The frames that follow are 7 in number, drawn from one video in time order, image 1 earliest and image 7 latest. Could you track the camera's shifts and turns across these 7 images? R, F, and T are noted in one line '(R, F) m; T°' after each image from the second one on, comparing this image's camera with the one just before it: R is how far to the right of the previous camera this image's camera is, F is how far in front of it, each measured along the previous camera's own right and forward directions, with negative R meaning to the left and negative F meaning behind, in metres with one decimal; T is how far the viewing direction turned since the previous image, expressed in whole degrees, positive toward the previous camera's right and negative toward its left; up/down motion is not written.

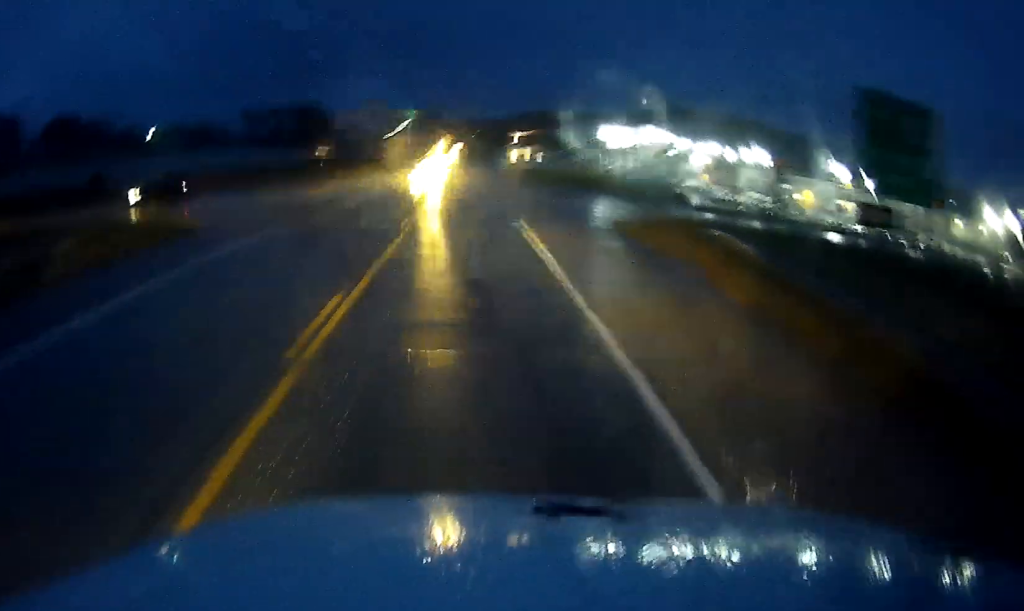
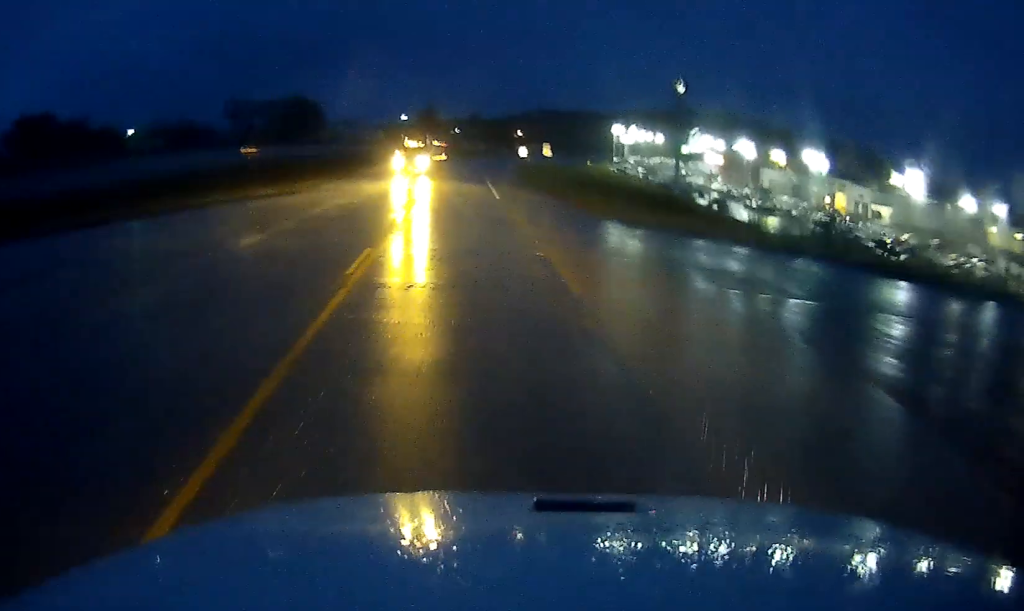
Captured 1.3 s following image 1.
(0.0, +20.5) m; 0°
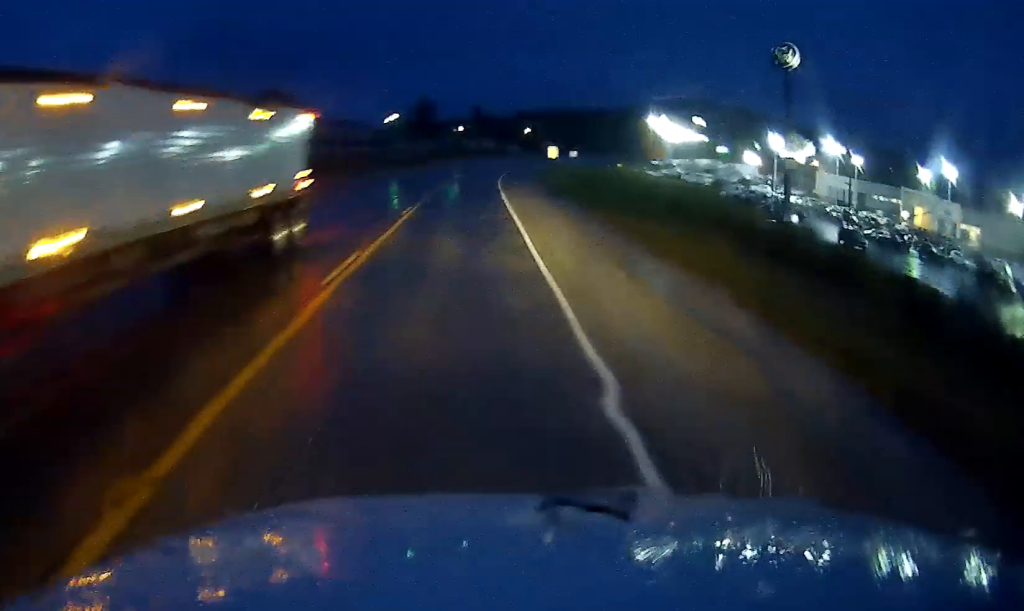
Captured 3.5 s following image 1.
(+1.4, +37.1) m; +2°
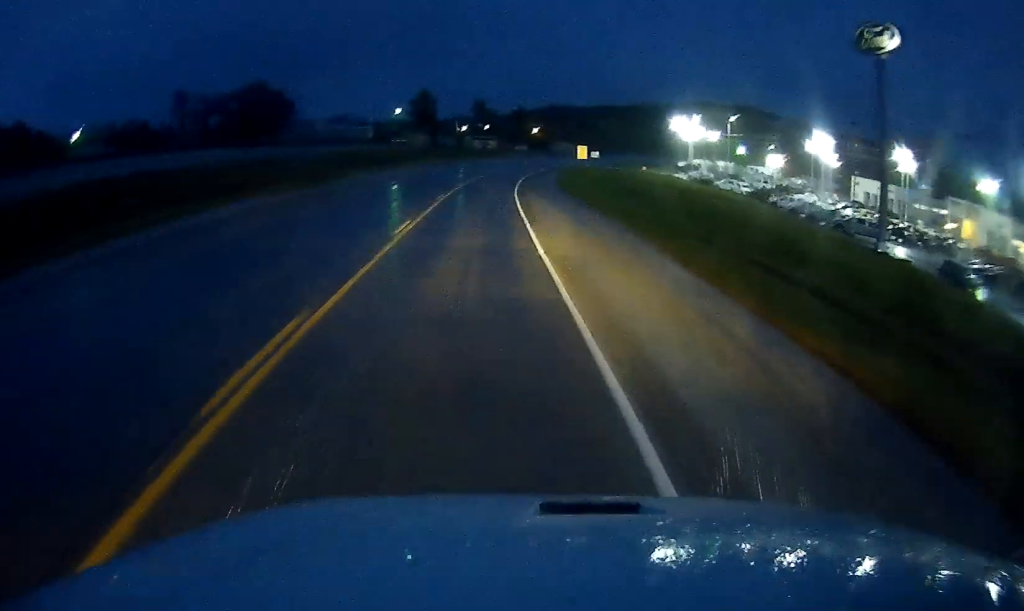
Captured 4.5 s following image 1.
(-0.7, +17.3) m; -2°
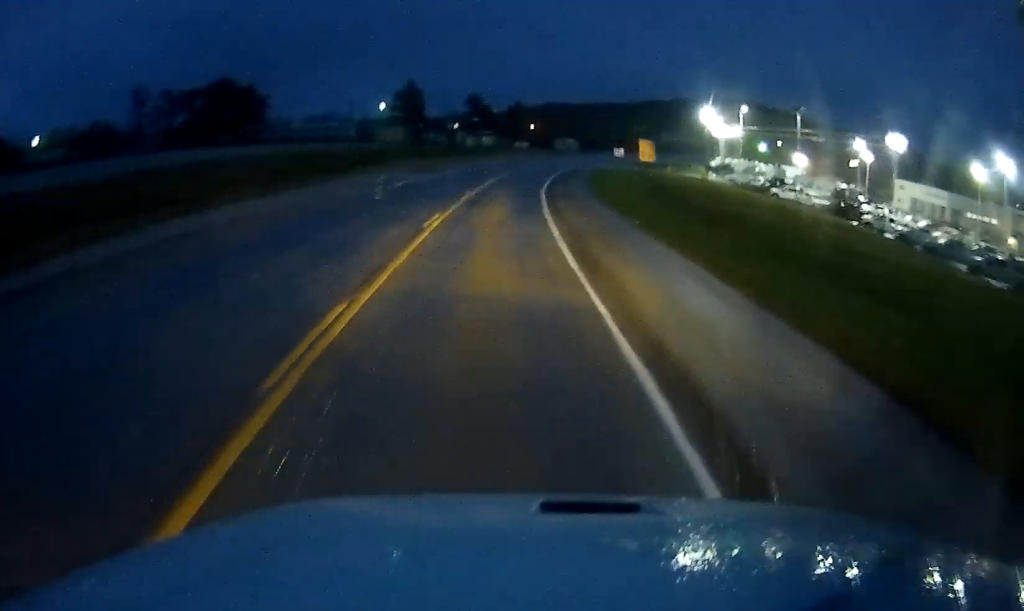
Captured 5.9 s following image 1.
(+0.6, +23.0) m; +2°
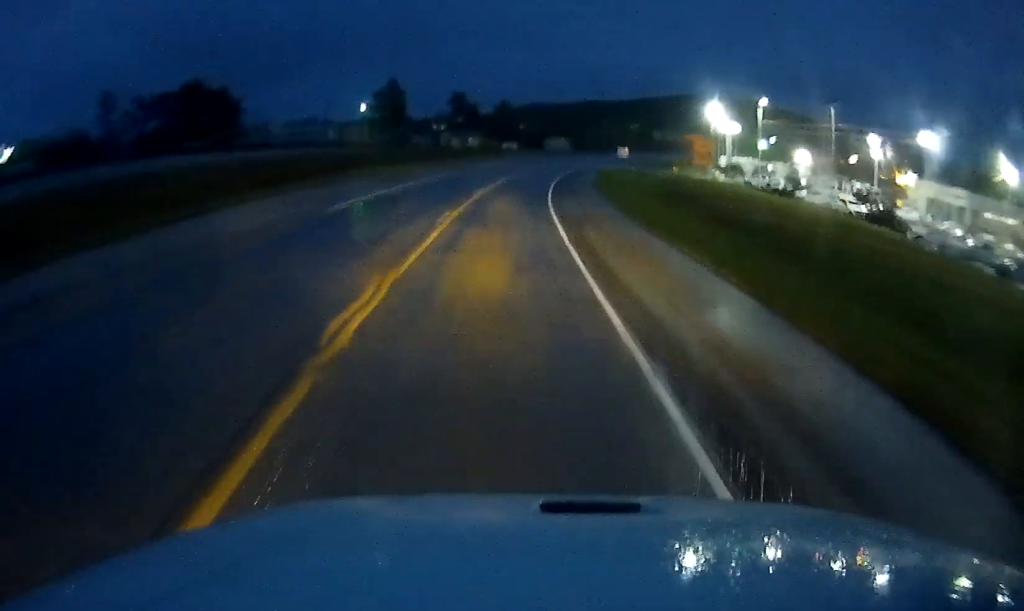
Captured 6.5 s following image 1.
(+0.4, +10.2) m; 0°
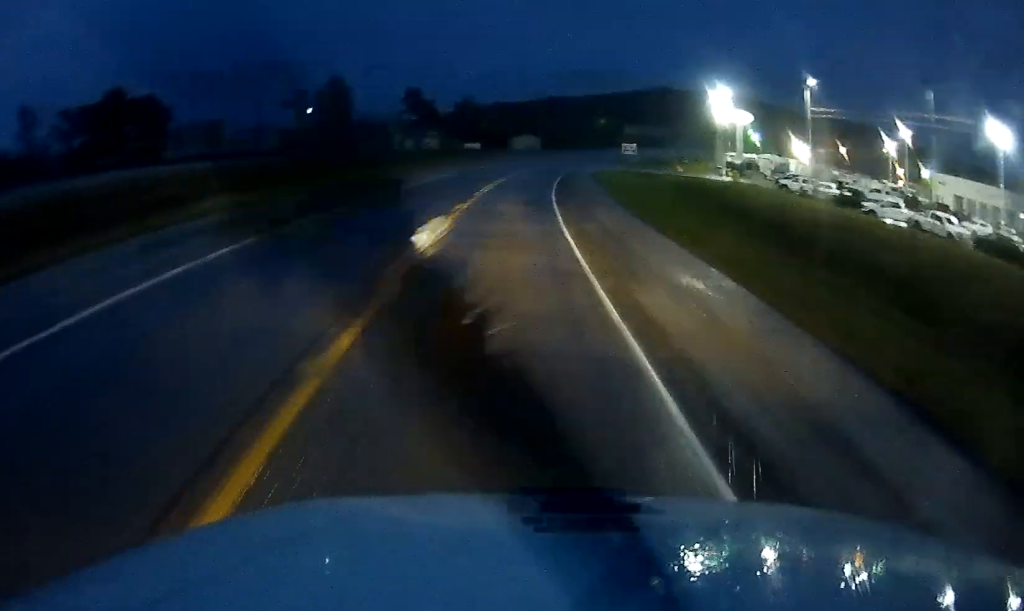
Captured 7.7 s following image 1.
(-0.8, +20.4) m; -1°
